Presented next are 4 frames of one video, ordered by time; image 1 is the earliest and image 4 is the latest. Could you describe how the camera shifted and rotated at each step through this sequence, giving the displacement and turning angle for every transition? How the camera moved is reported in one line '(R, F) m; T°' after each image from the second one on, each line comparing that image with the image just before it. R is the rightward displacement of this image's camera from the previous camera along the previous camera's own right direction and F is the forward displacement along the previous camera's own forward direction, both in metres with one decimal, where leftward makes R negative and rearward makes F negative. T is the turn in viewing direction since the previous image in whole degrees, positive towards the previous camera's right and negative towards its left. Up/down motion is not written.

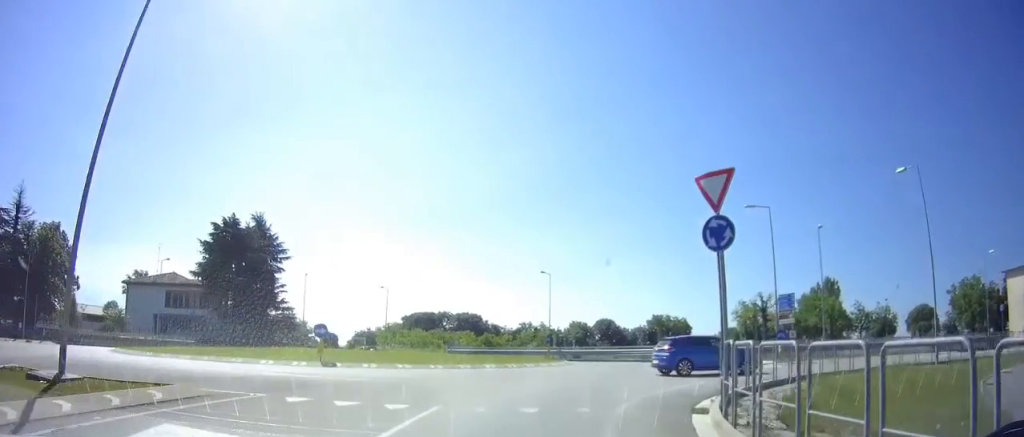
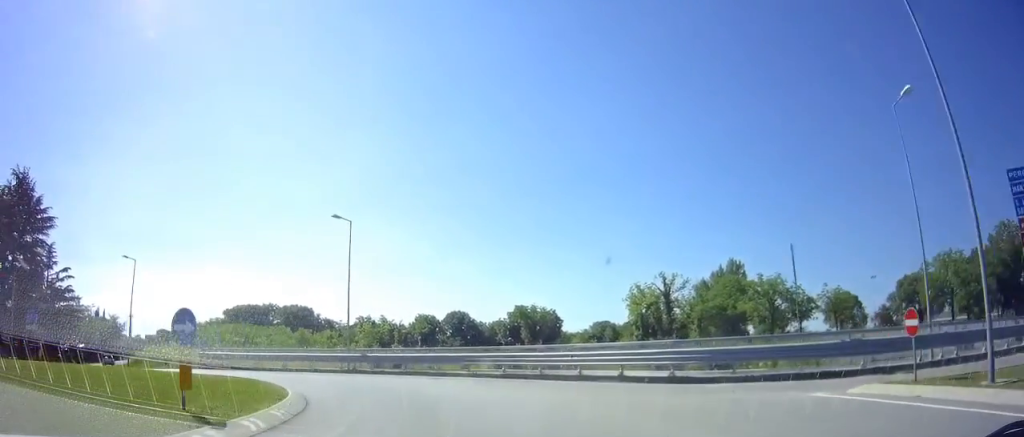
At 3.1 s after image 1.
(+4.1, +23.1) m; +11°
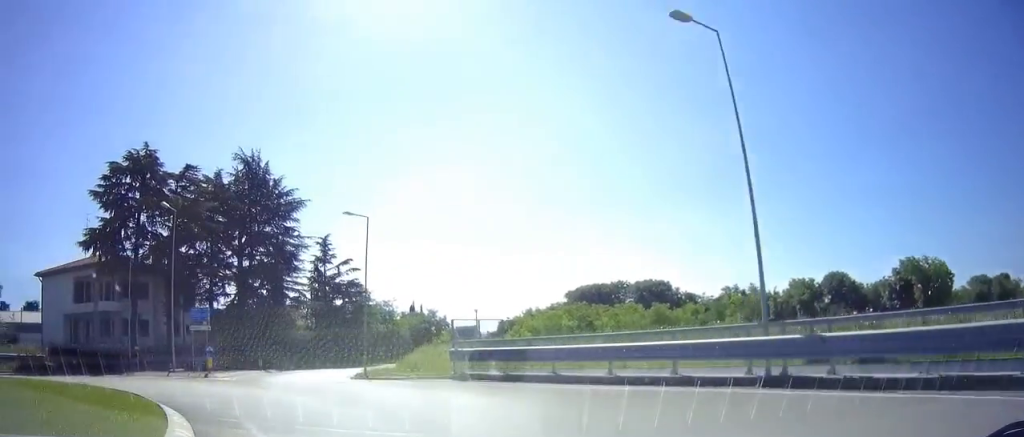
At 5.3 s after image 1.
(-4.4, +18.4) m; -35°
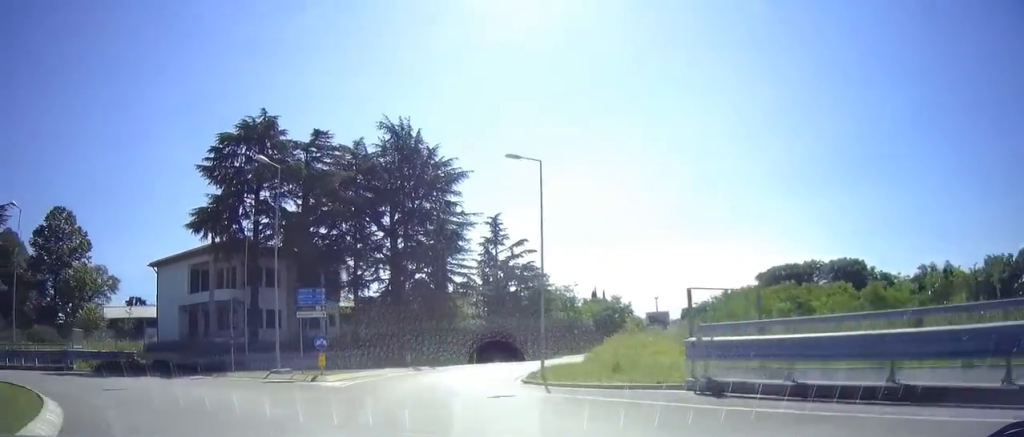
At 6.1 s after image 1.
(-1.4, +7.4) m; -14°
